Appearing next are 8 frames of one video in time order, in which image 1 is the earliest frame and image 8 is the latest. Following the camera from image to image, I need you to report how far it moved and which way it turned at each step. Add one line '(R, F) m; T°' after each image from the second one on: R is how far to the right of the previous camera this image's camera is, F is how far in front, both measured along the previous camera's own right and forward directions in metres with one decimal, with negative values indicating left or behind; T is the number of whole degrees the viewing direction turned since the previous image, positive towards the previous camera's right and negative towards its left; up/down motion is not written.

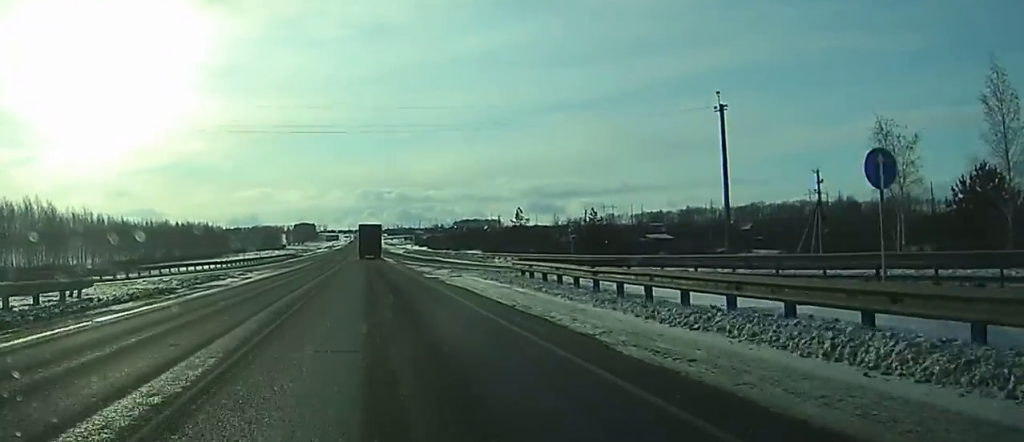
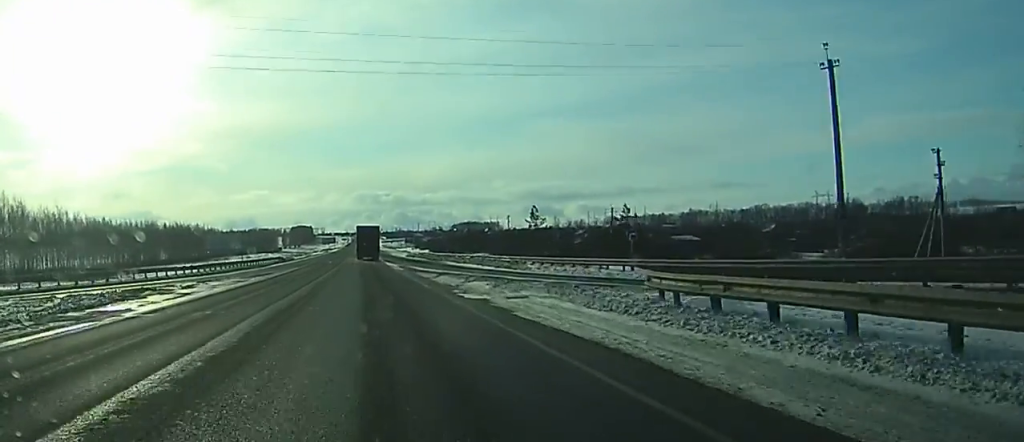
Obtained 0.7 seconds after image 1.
(0.0, +15.8) m; 0°
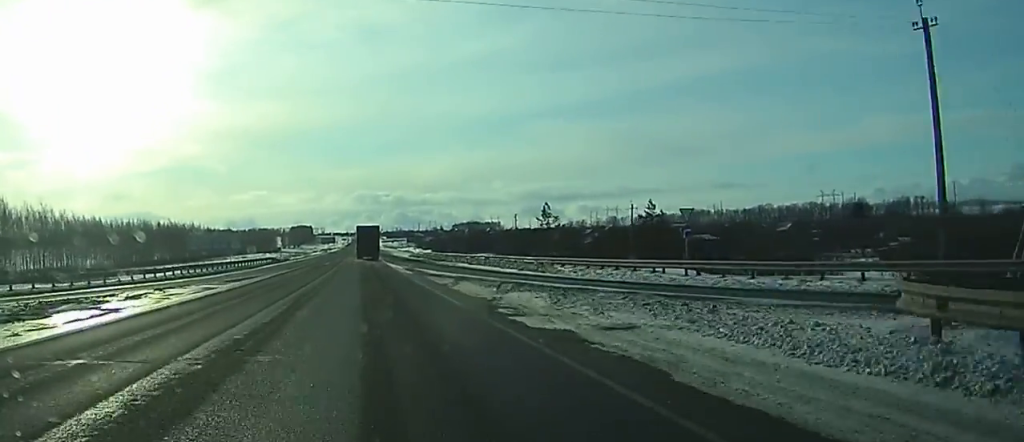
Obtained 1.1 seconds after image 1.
(0.0, +9.1) m; 0°
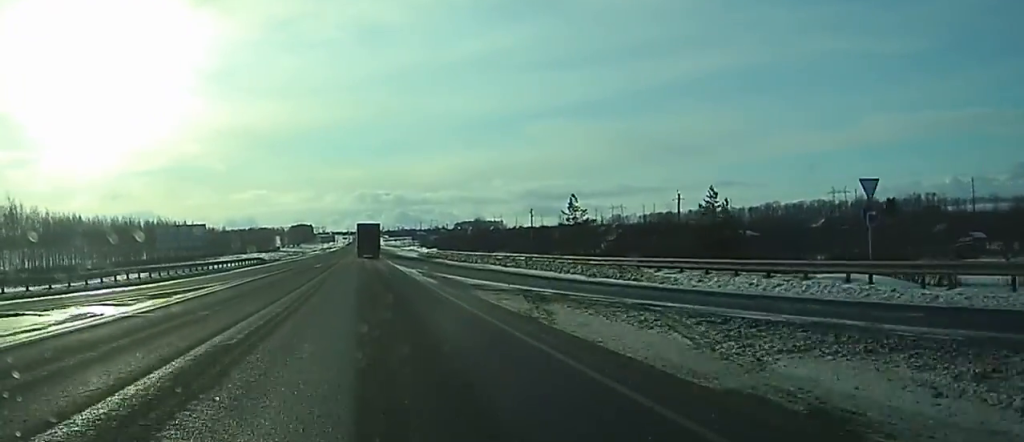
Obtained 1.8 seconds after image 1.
(0.0, +16.6) m; 0°
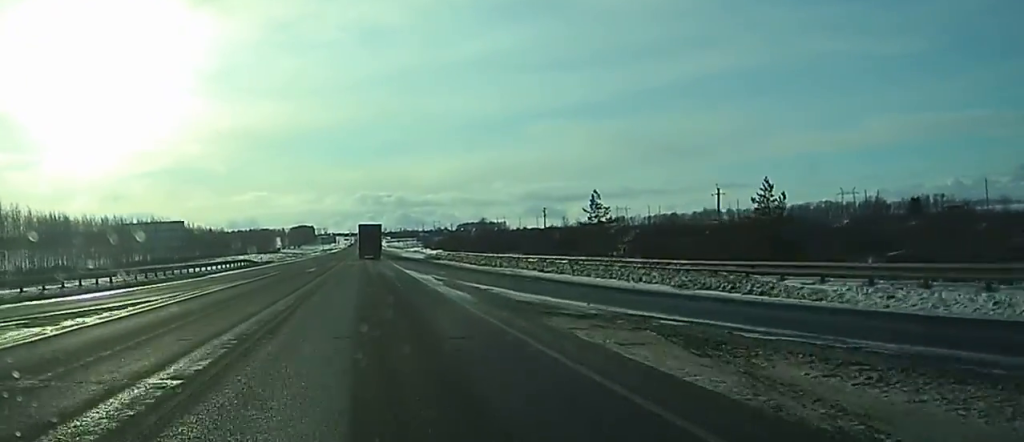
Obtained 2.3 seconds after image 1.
(0.0, +10.6) m; 0°
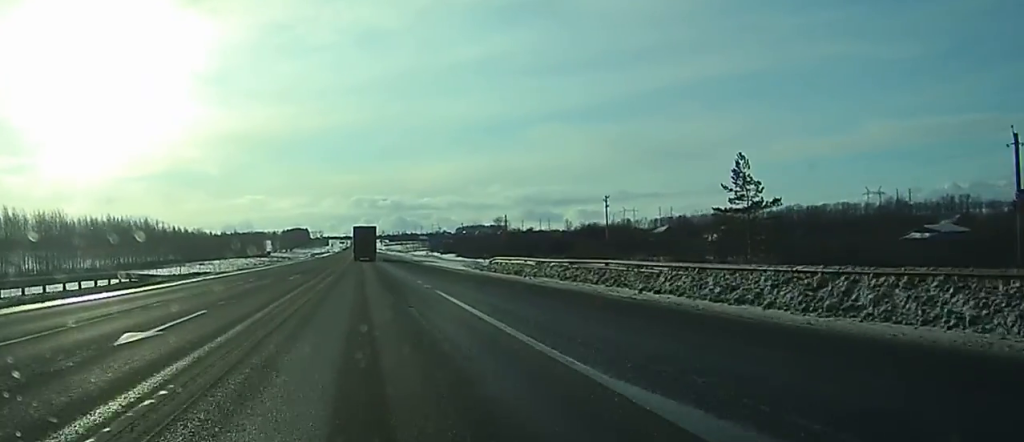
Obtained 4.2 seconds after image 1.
(+0.1, +43.0) m; 0°
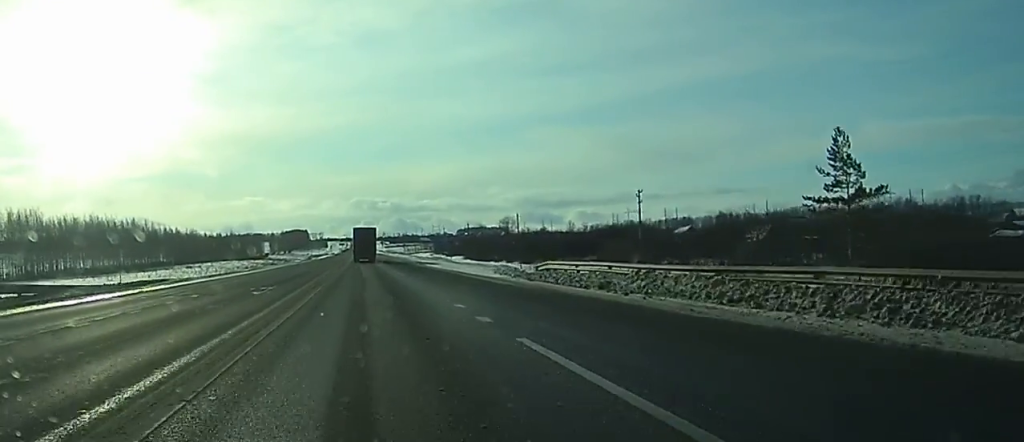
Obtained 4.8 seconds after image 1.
(0.0, +14.3) m; 0°
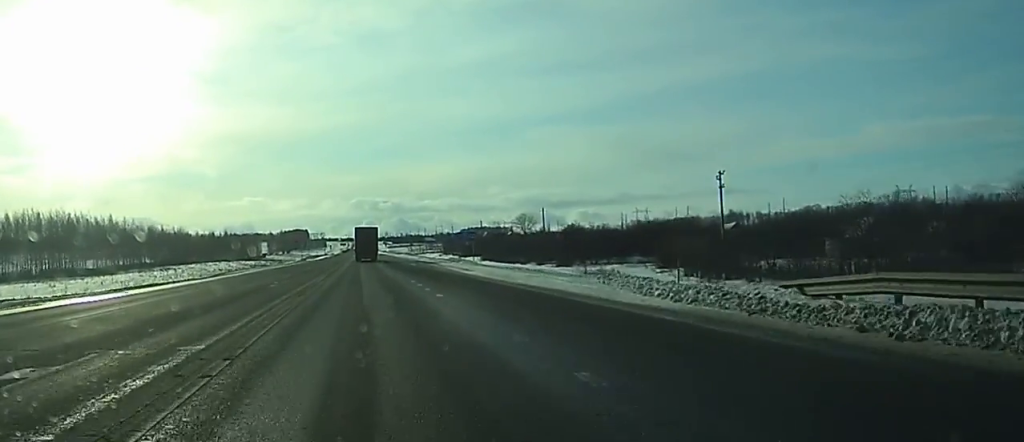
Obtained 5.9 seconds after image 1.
(+0.1, +23.9) m; +1°
